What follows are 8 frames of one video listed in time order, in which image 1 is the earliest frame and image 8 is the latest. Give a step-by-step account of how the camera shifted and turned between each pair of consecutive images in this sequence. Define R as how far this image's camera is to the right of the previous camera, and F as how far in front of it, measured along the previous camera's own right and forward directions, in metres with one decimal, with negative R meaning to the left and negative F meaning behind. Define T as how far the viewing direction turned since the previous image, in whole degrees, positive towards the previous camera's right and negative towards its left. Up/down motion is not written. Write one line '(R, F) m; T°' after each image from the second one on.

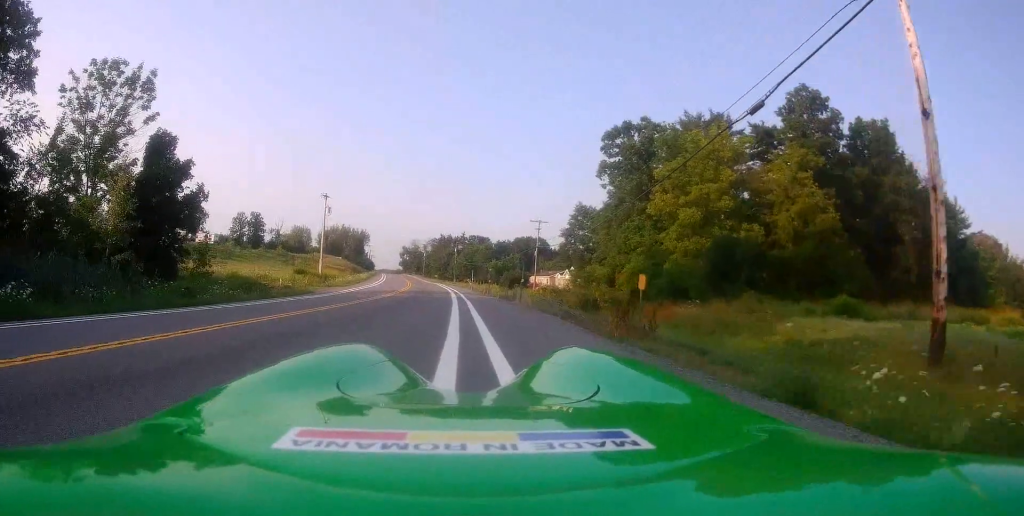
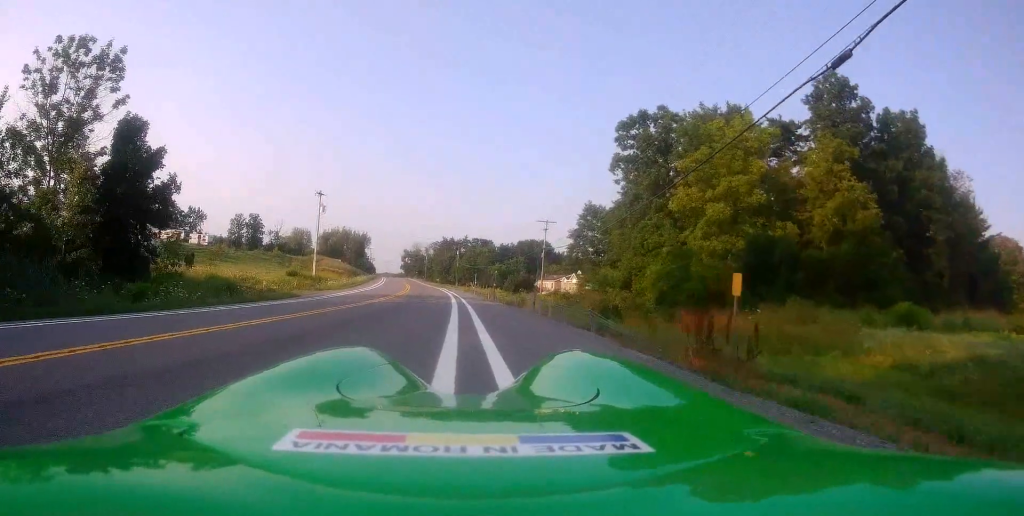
(0.0, +4.2) m; 0°
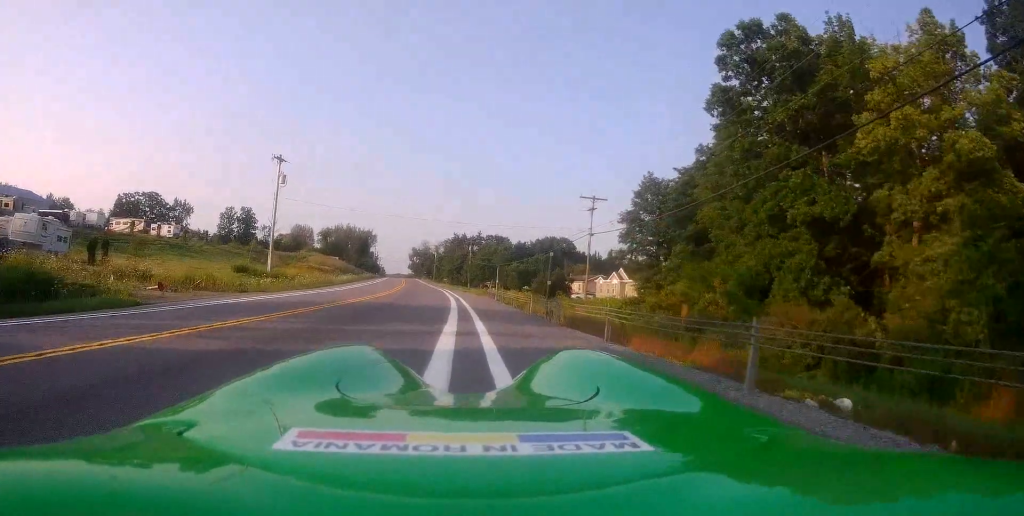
(-0.1, +20.9) m; 0°
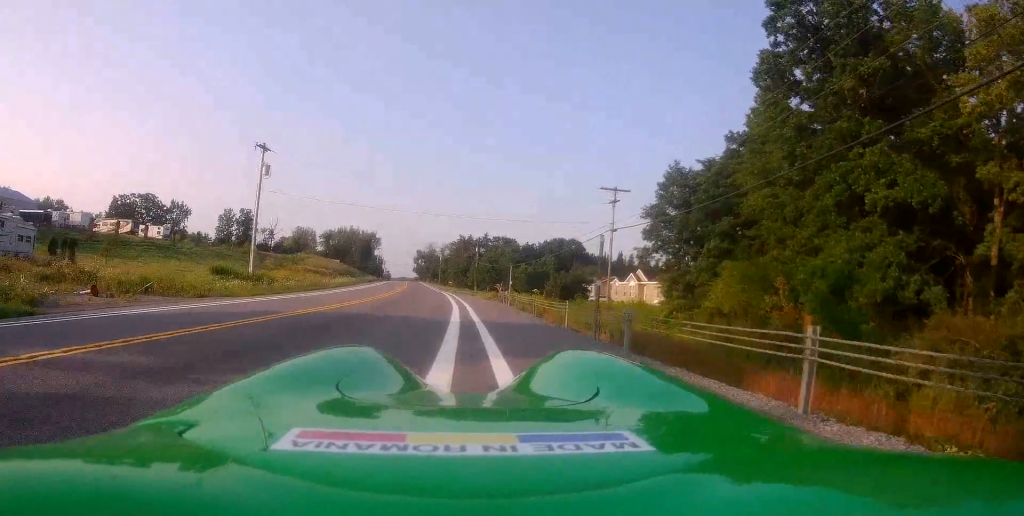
(0.0, +5.7) m; 0°
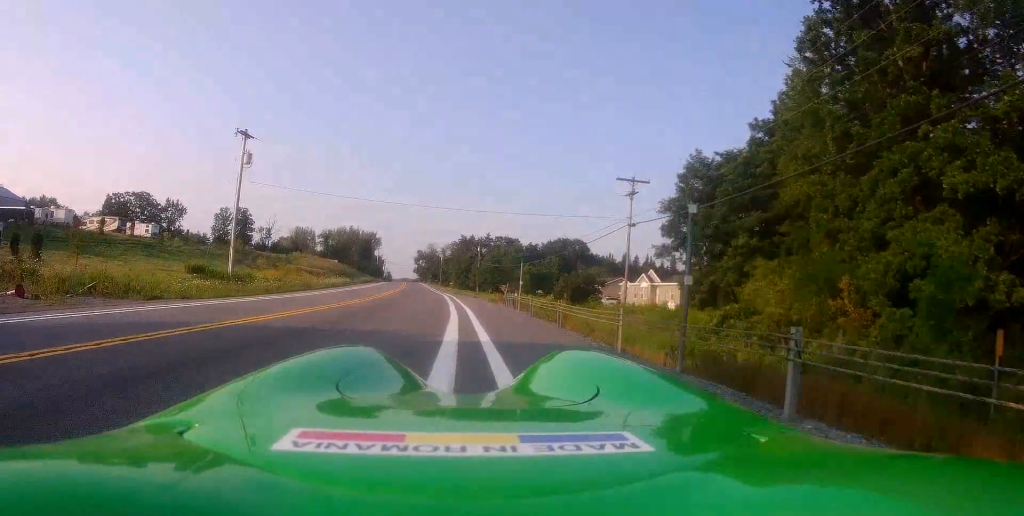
(0.0, +4.8) m; 0°
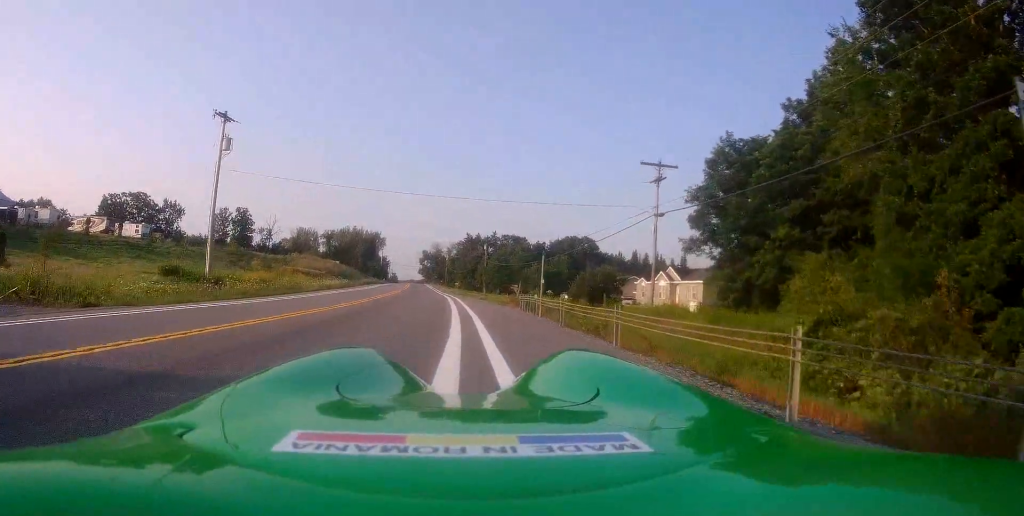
(0.0, +4.8) m; 0°
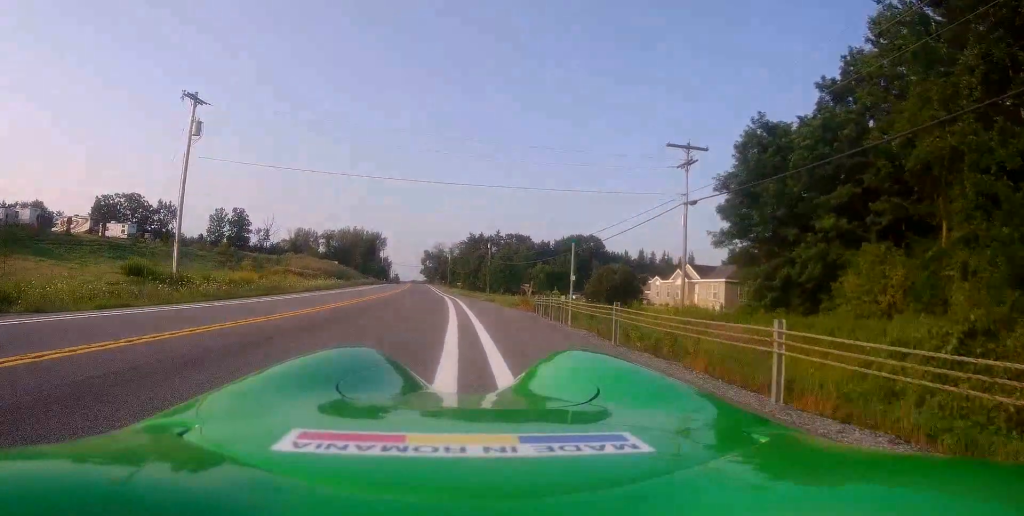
(0.0, +5.1) m; 0°
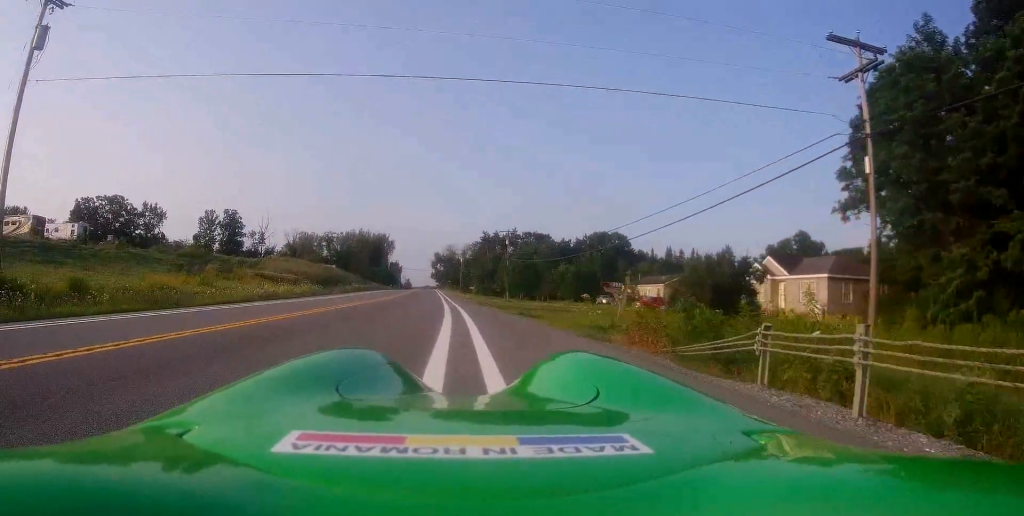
(0.0, +15.7) m; -3°
